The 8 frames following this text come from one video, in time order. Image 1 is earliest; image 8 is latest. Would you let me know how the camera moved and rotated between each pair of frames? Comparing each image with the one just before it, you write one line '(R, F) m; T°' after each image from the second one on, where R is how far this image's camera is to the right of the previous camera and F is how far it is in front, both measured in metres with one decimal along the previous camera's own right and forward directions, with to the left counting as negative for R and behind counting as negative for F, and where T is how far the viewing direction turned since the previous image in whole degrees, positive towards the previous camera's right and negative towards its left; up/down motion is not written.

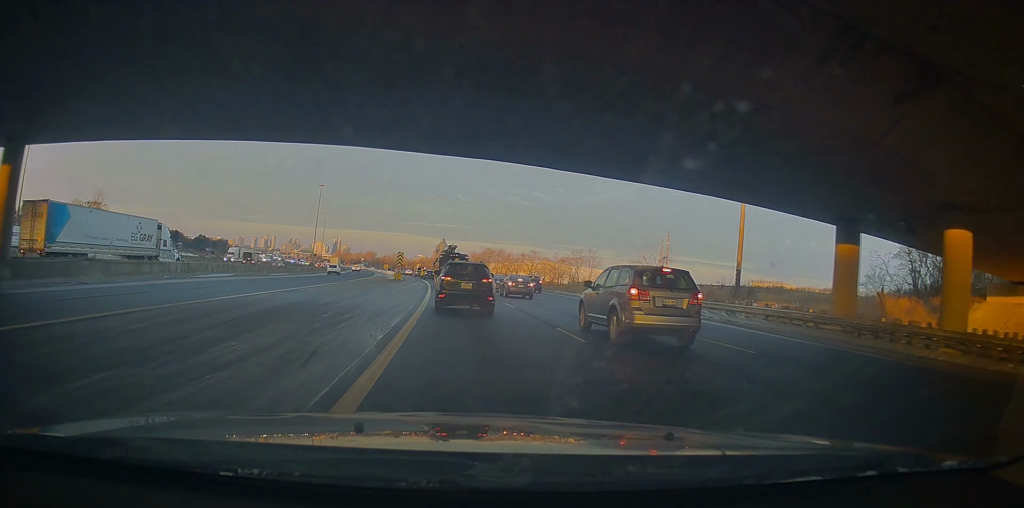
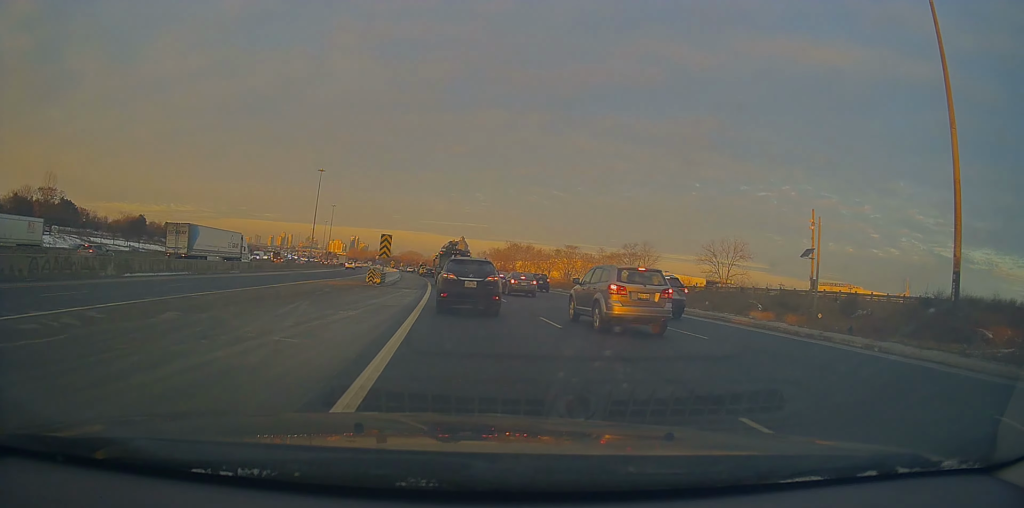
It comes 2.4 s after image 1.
(-0.2, +33.1) m; 0°
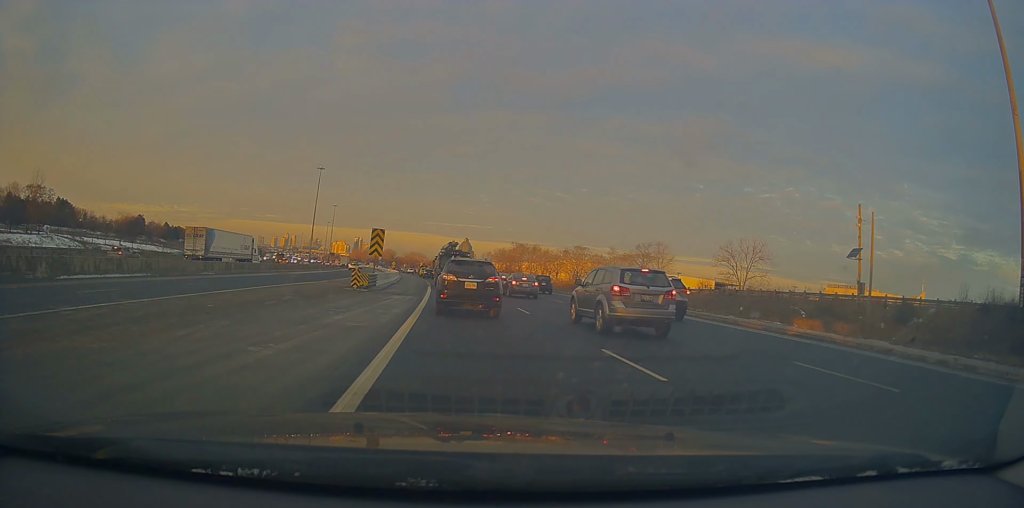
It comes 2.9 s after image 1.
(-0.1, +6.9) m; 0°
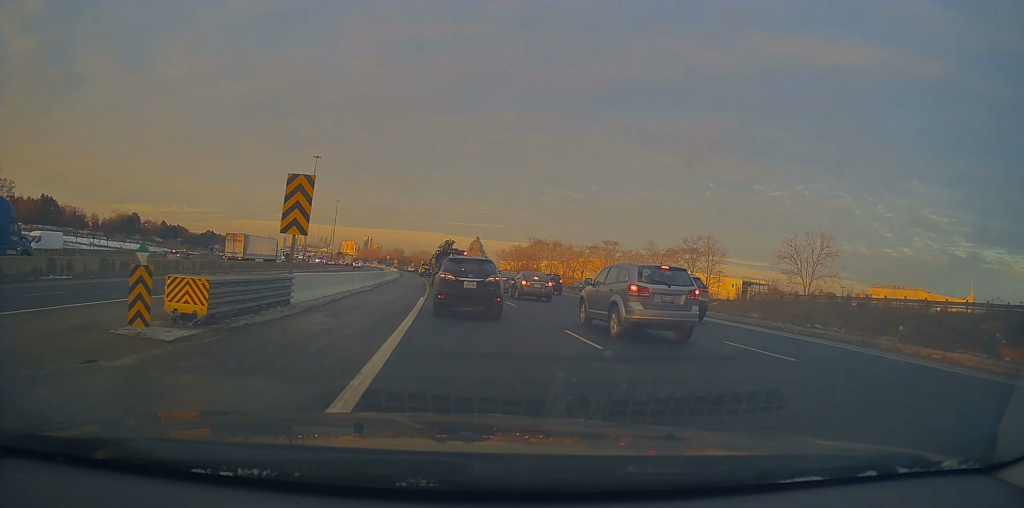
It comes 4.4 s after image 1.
(+0.1, +21.6) m; -1°
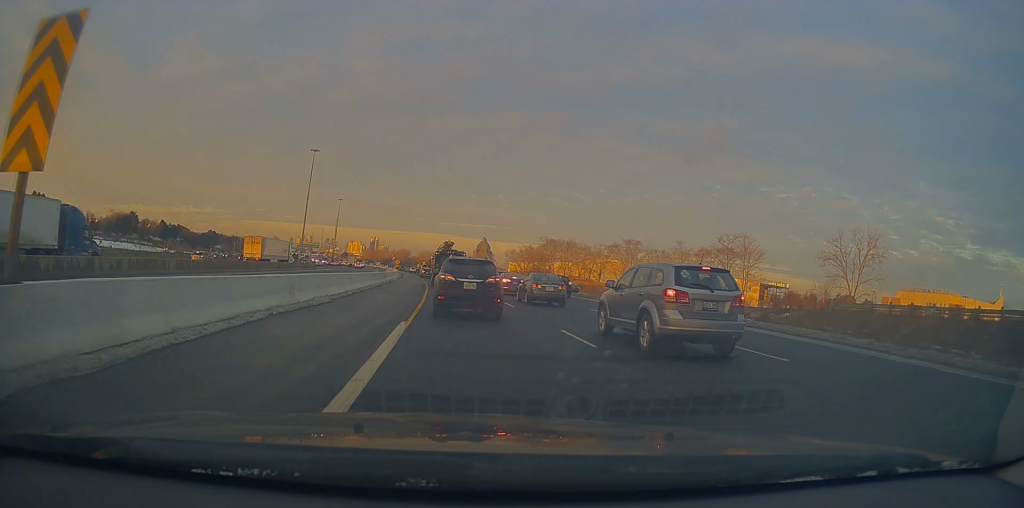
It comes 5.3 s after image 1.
(-0.2, +12.5) m; -1°
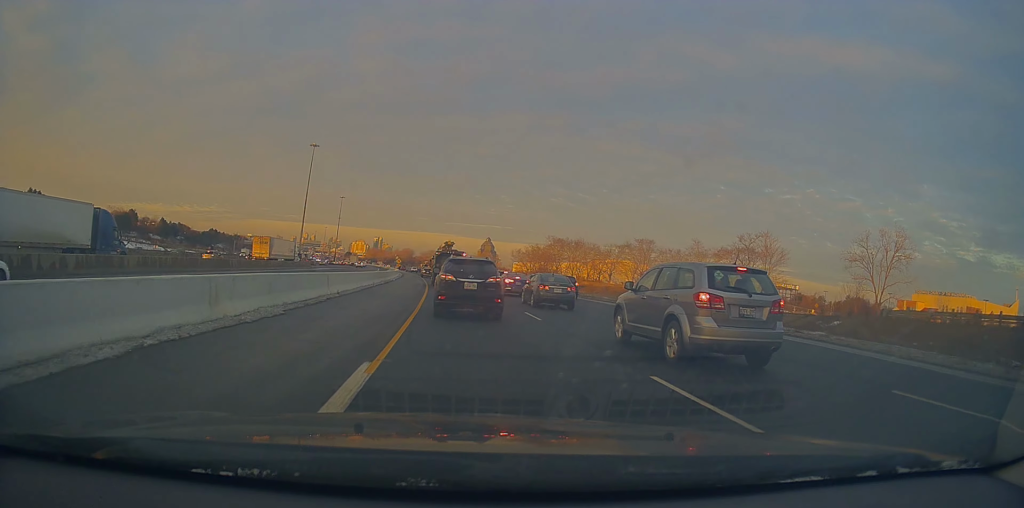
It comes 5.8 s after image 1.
(+0.1, +6.3) m; 0°
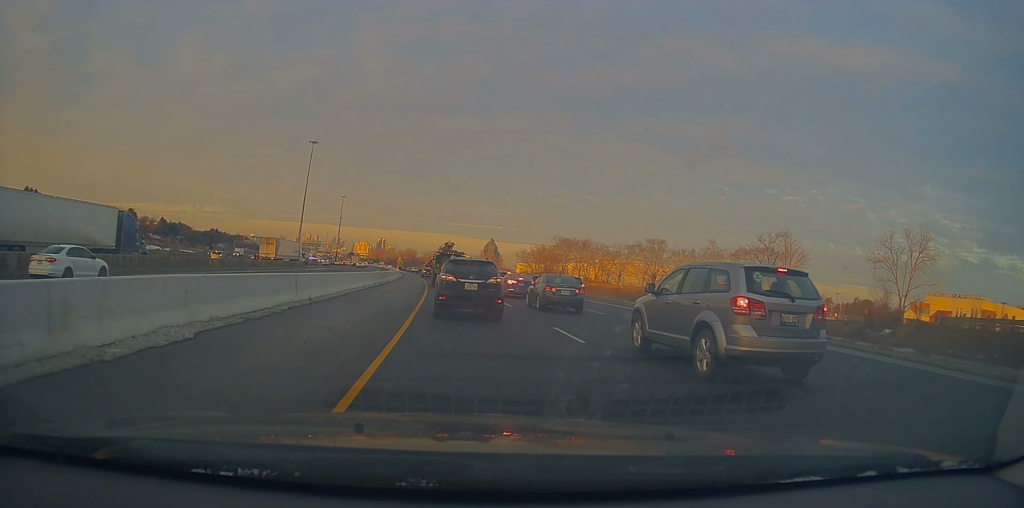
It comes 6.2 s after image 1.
(+0.1, +5.4) m; 0°
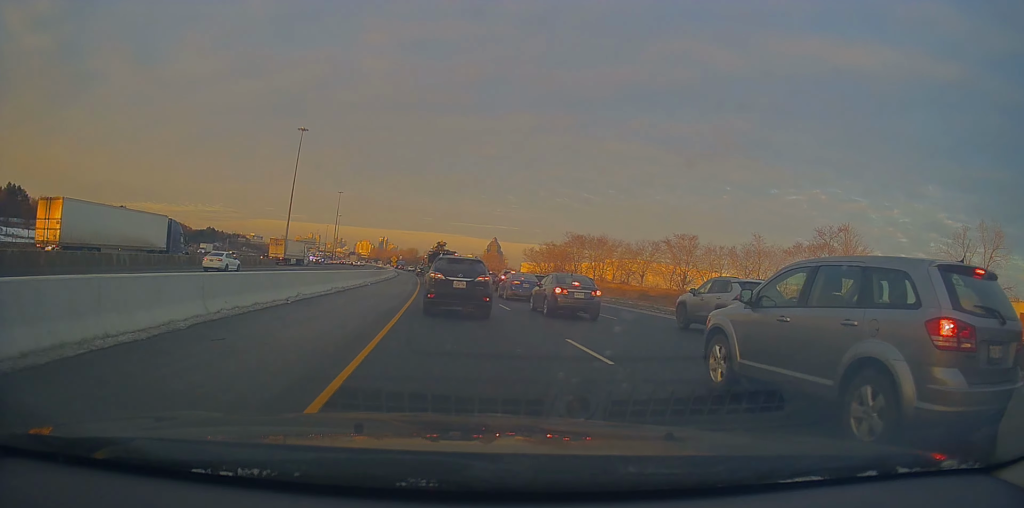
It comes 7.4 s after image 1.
(-0.3, +15.1) m; -3°
